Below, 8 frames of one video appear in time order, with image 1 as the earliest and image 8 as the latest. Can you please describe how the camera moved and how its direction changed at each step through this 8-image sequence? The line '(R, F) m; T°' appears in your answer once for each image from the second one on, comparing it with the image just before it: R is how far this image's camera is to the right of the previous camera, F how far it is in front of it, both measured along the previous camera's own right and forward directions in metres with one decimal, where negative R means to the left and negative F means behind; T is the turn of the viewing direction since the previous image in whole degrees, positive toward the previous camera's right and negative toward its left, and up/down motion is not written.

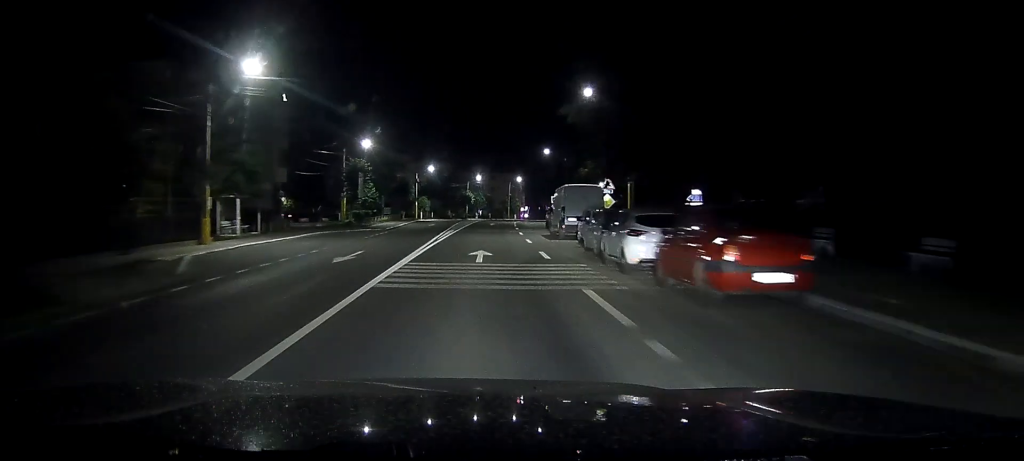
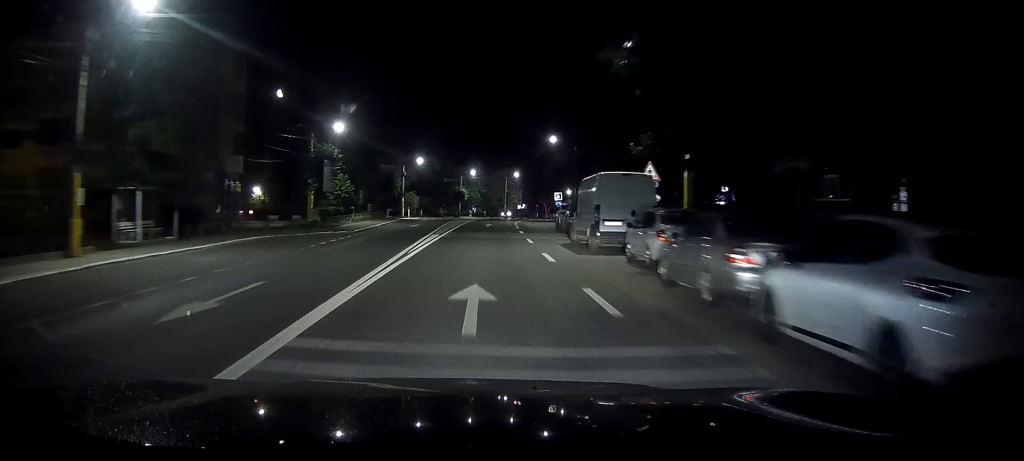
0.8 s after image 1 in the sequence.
(0.0, +11.0) m; +1°
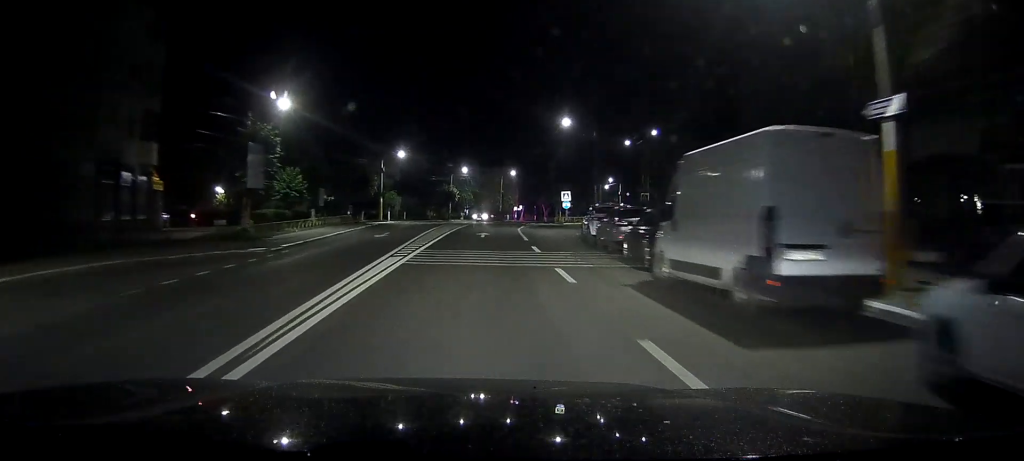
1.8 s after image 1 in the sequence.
(+0.2, +13.4) m; +1°
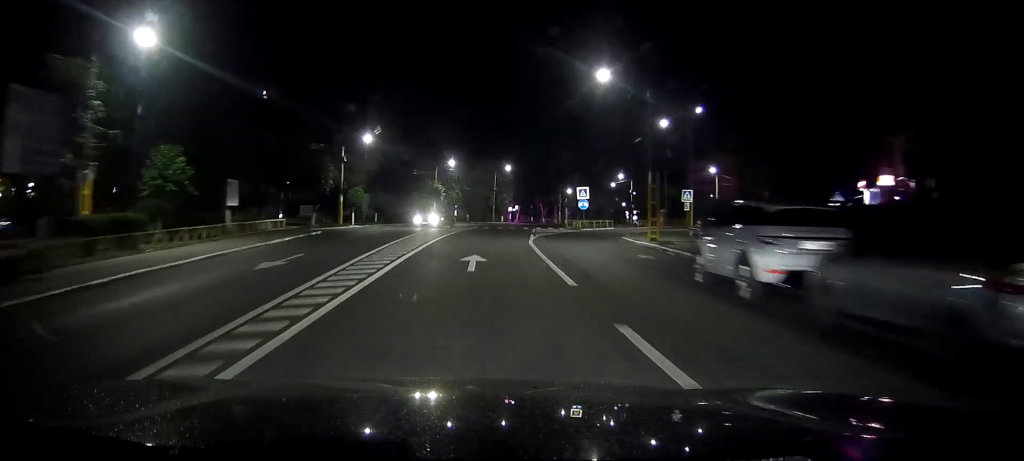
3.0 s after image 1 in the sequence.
(+0.2, +17.5) m; +1°
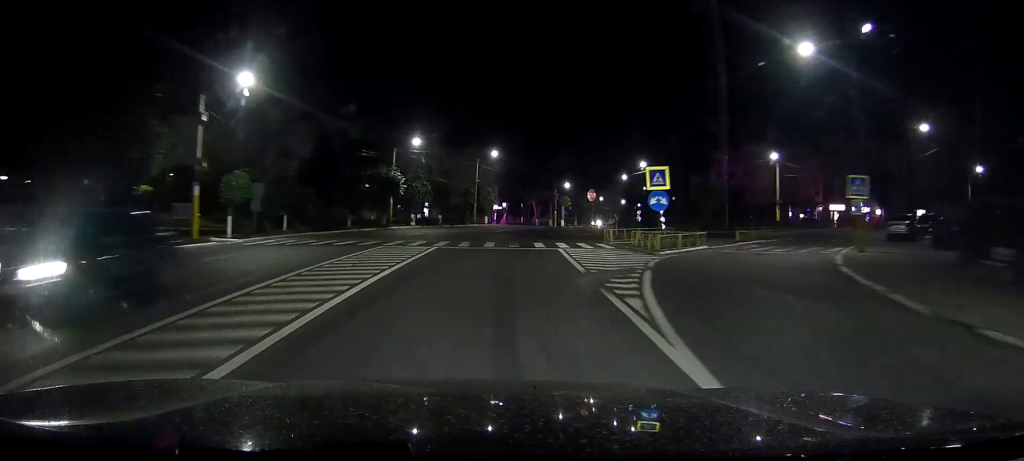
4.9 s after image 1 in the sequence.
(+0.5, +27.7) m; +2°
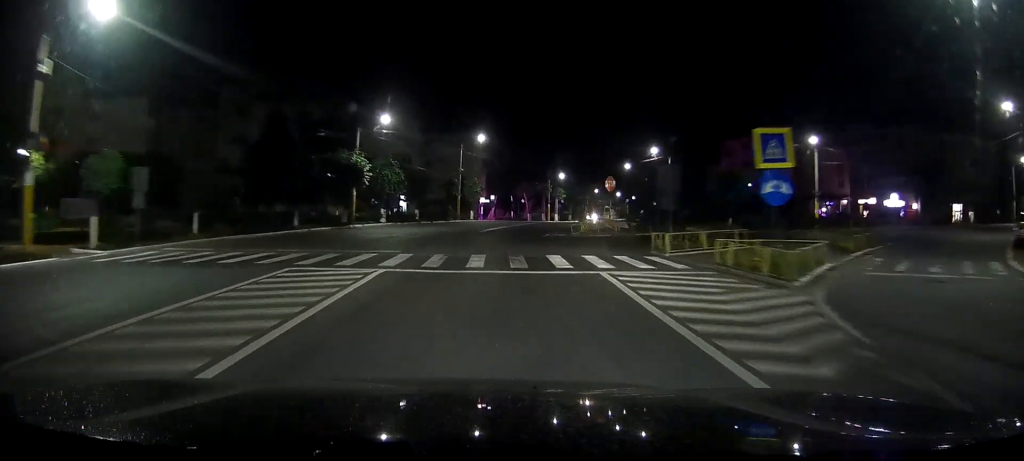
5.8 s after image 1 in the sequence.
(0.0, +12.4) m; +2°
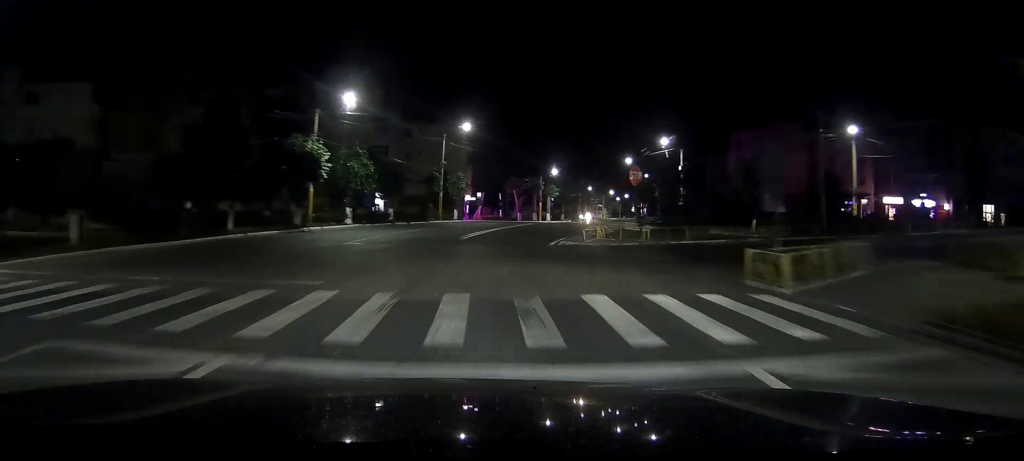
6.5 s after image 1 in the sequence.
(+0.2, +9.5) m; +1°
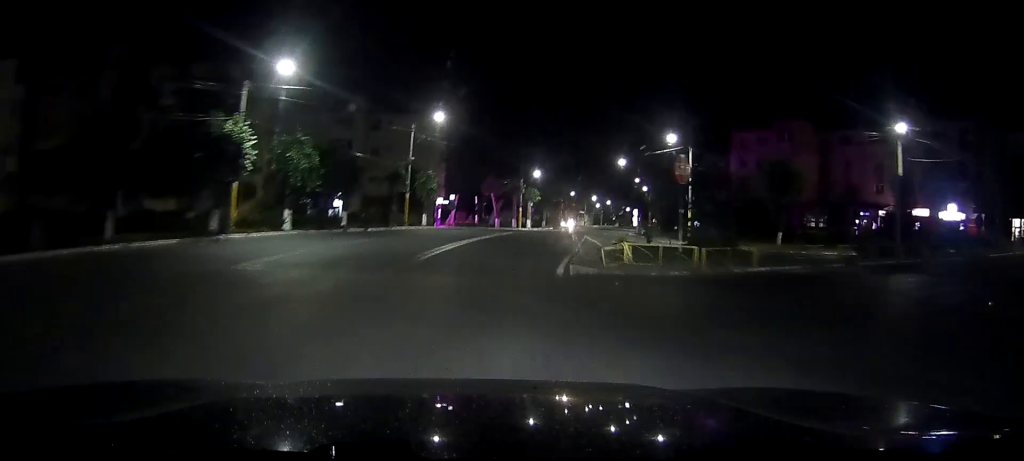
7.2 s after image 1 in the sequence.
(+0.2, +10.0) m; +1°
